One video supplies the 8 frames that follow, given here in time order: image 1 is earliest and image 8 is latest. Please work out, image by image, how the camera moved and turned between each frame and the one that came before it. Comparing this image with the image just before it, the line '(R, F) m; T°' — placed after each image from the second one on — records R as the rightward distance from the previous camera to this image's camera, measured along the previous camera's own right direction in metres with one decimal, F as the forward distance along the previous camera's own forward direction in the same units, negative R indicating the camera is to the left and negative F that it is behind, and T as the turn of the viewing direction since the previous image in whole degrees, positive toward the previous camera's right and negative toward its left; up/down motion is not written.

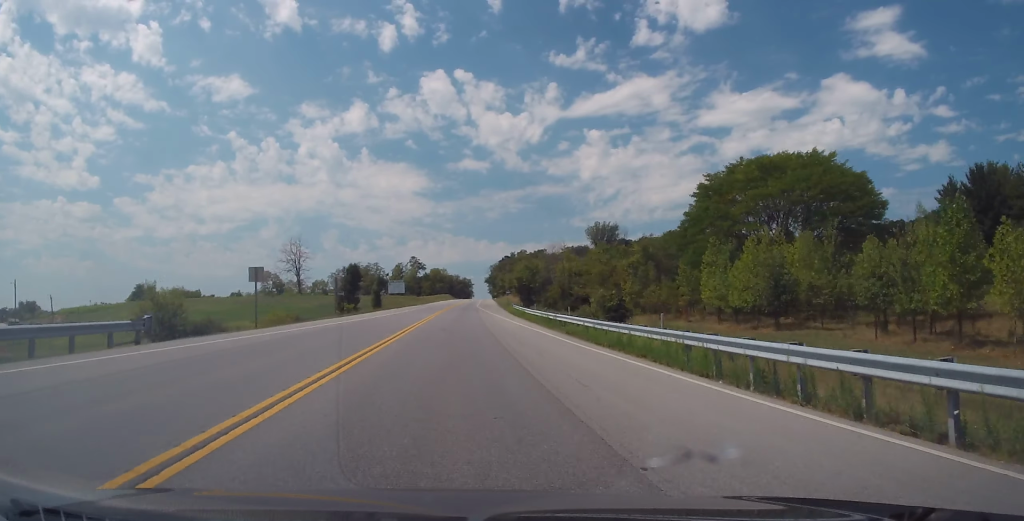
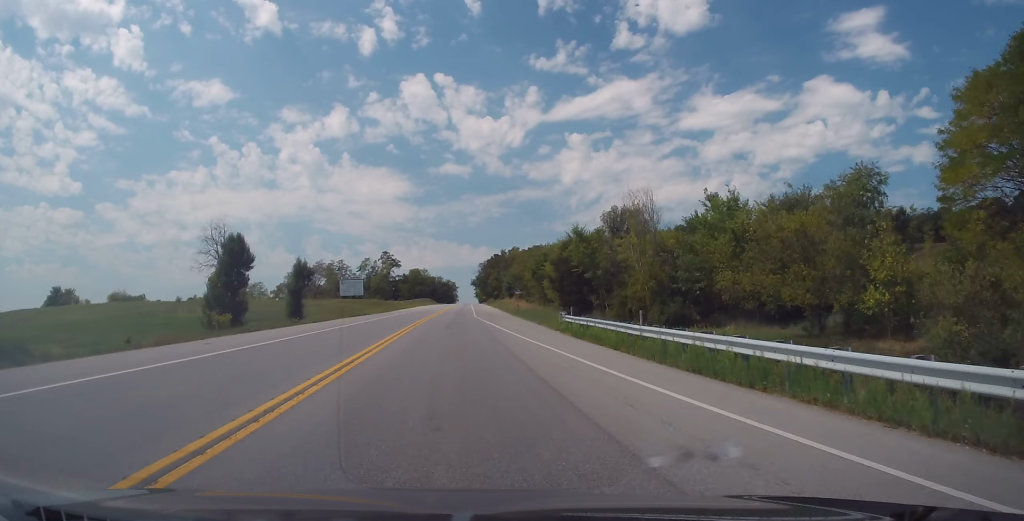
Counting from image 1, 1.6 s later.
(+0.4, +43.3) m; +1°
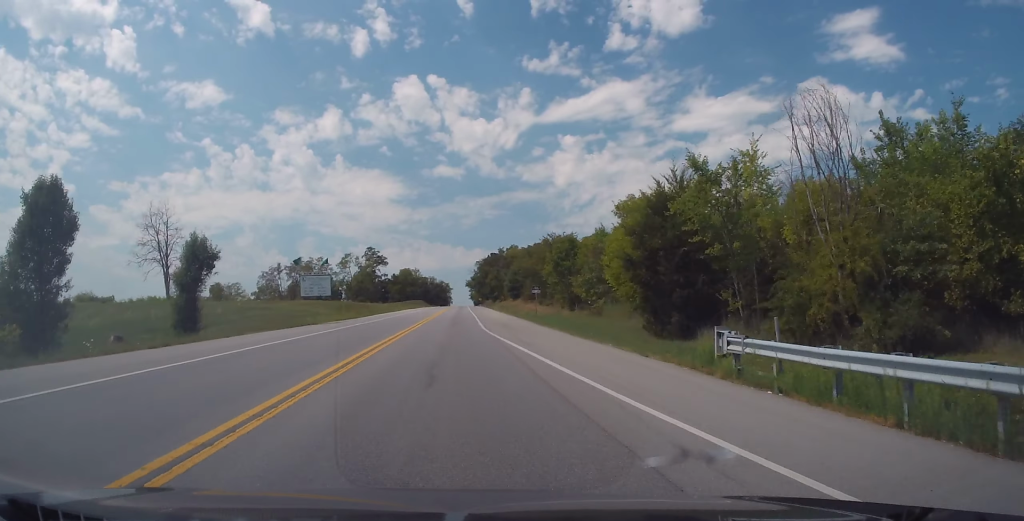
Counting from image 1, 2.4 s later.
(0.0, +22.1) m; +1°
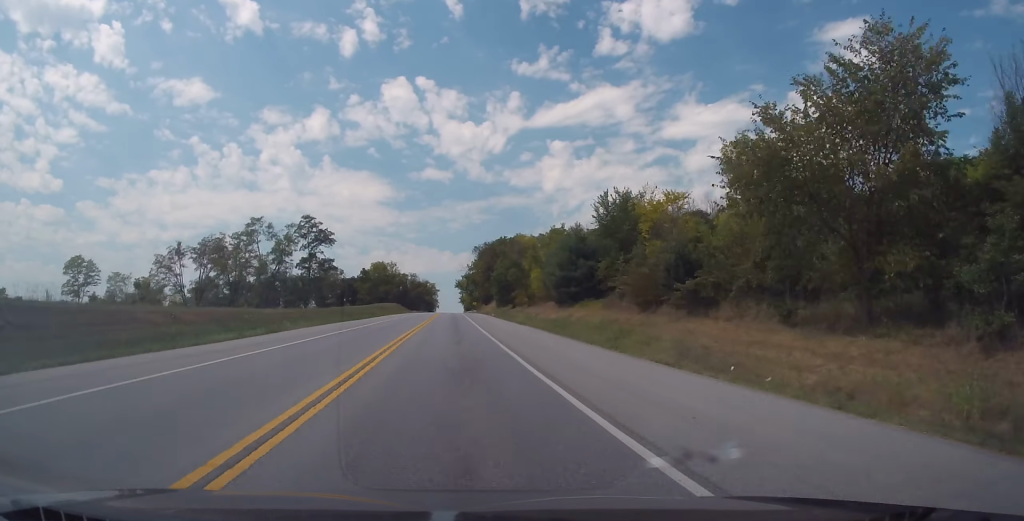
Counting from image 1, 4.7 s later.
(+0.4, +63.1) m; 0°
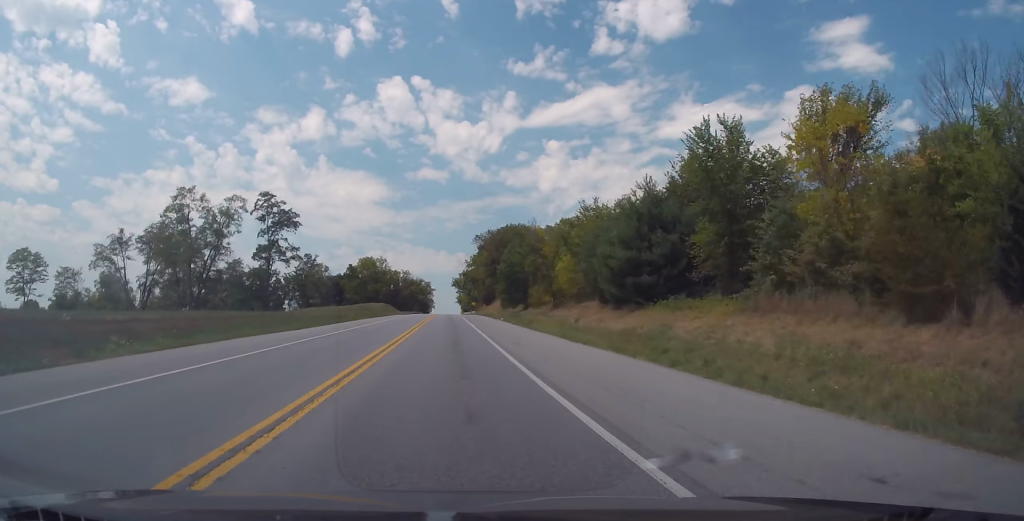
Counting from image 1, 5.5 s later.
(+0.1, +21.7) m; +1°
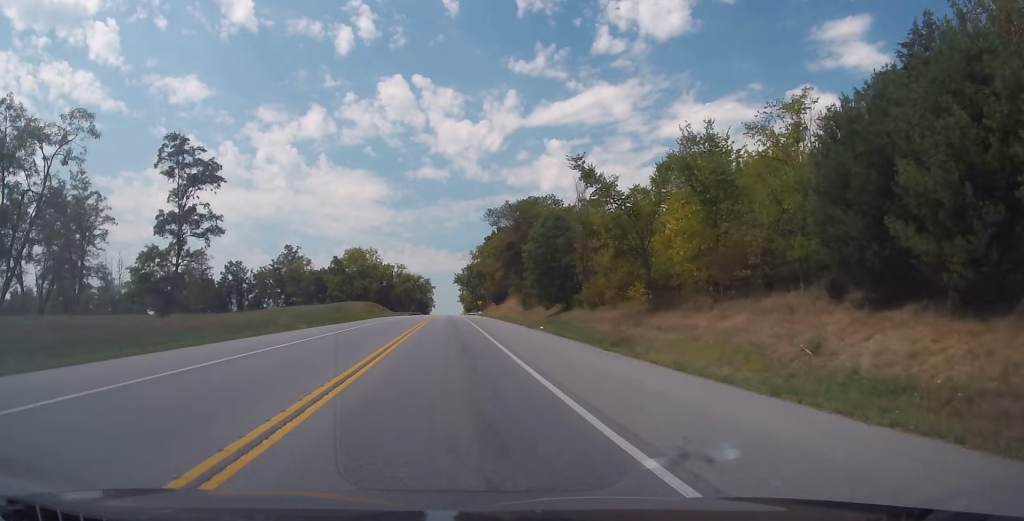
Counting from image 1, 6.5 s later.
(+0.4, +28.9) m; 0°
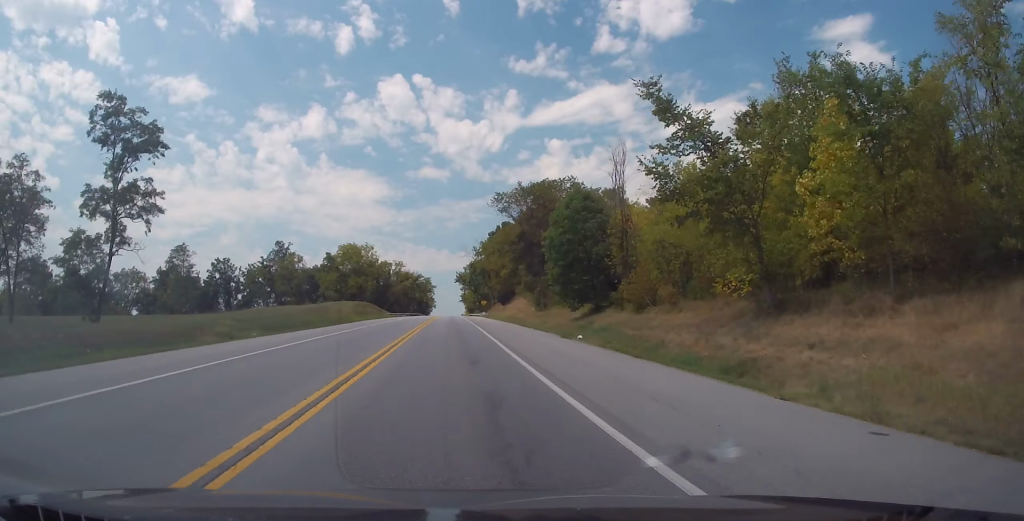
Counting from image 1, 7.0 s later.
(+0.1, +11.7) m; 0°
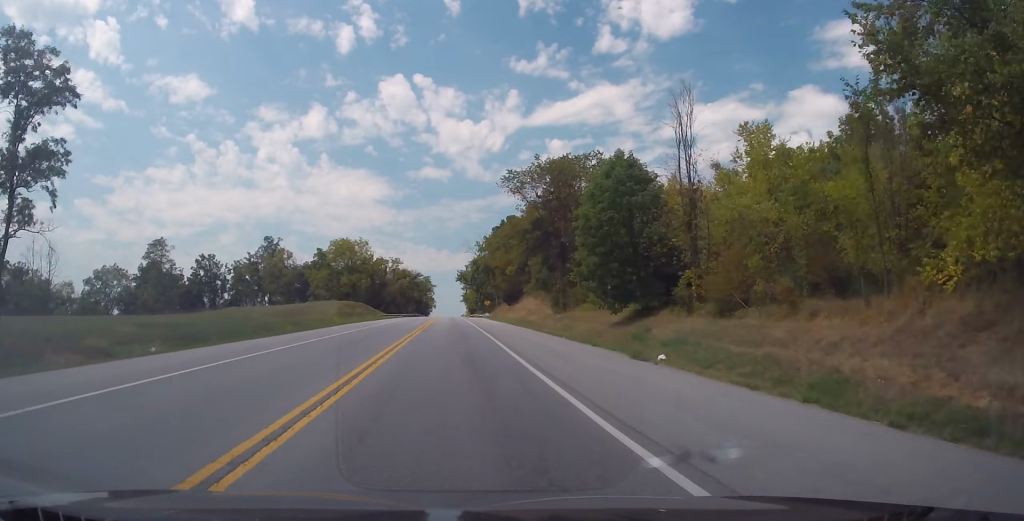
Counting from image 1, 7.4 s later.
(-0.1, +11.7) m; 0°
